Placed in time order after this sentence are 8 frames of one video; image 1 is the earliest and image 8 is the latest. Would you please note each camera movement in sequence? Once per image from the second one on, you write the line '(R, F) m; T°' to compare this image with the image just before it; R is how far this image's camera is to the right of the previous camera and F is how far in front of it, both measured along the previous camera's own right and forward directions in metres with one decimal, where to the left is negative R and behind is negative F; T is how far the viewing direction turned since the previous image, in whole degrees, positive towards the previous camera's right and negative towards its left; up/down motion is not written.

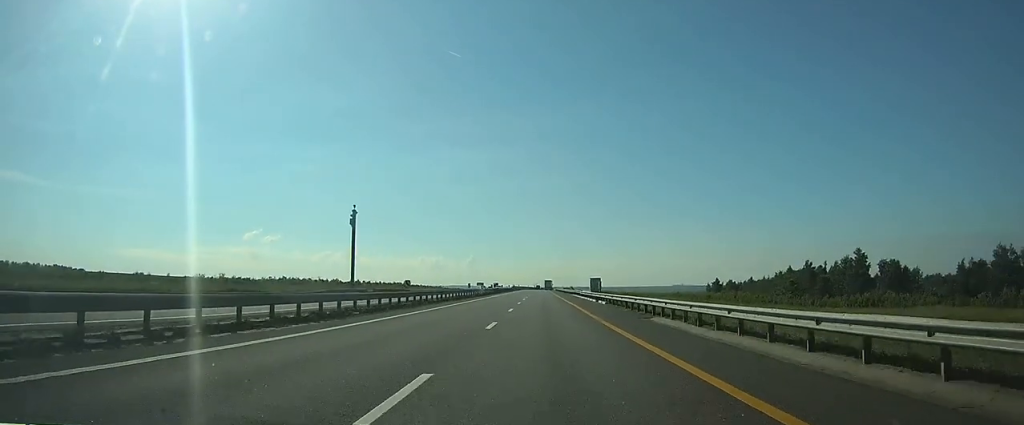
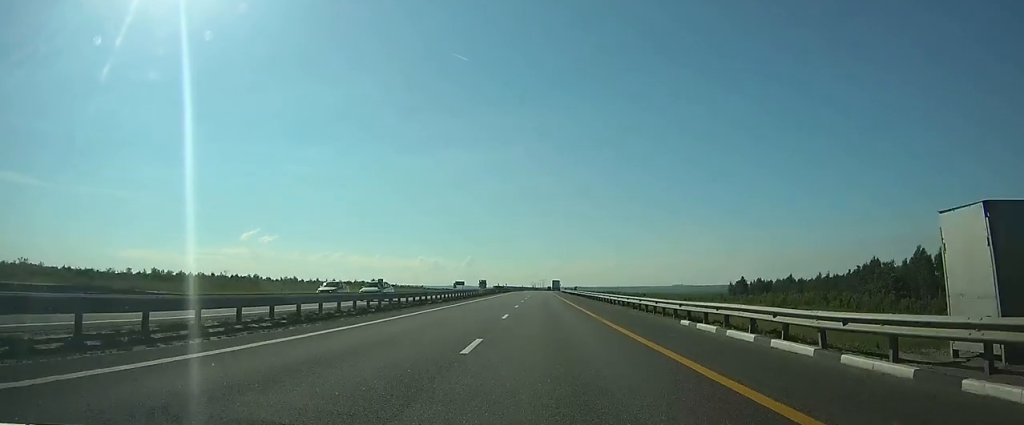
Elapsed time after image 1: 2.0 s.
(-0.1, +65.2) m; 0°
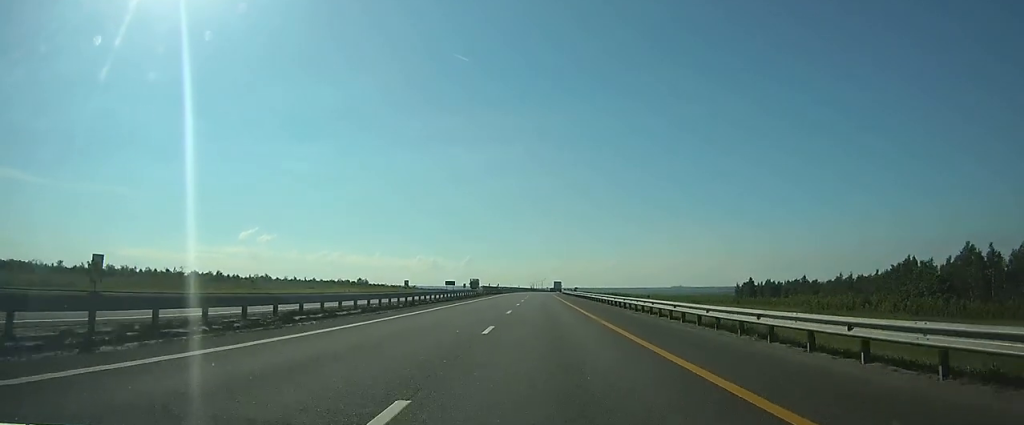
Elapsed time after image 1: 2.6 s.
(0.0, +19.3) m; 0°
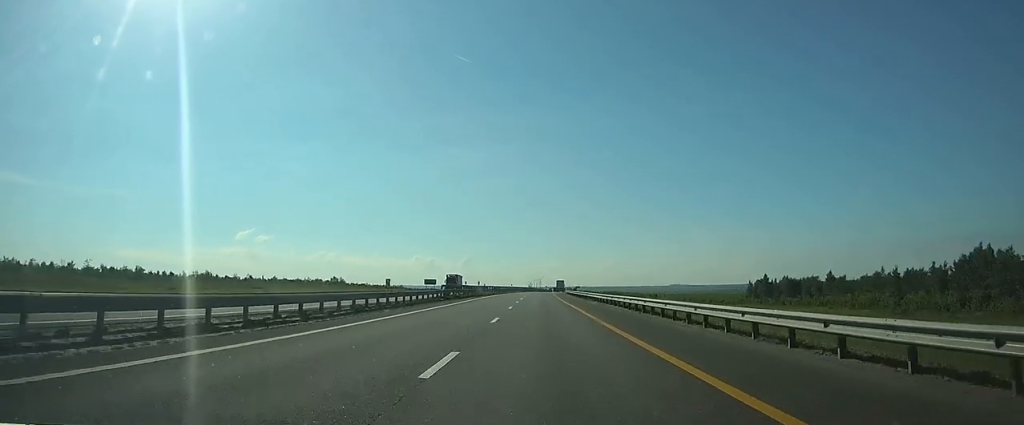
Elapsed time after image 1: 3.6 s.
(+0.1, +31.1) m; 0°
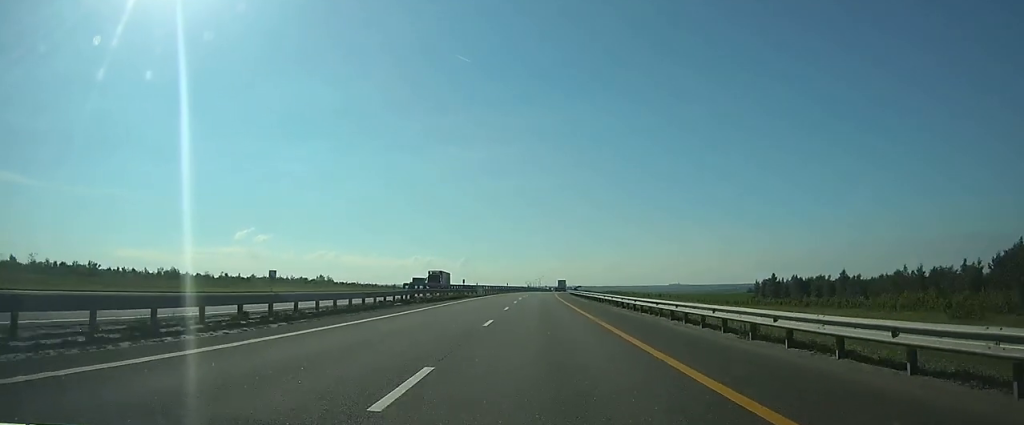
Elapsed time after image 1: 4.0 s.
(0.0, +14.0) m; 0°
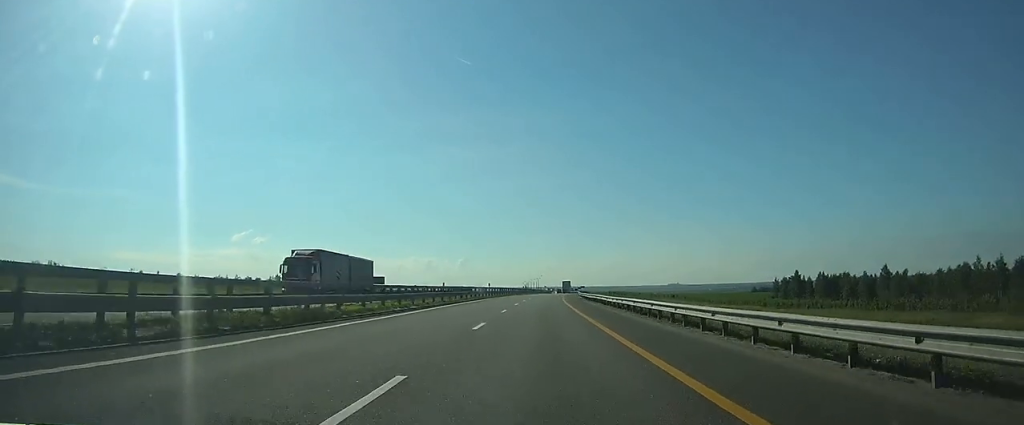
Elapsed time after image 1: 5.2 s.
(+0.1, +36.6) m; 0°
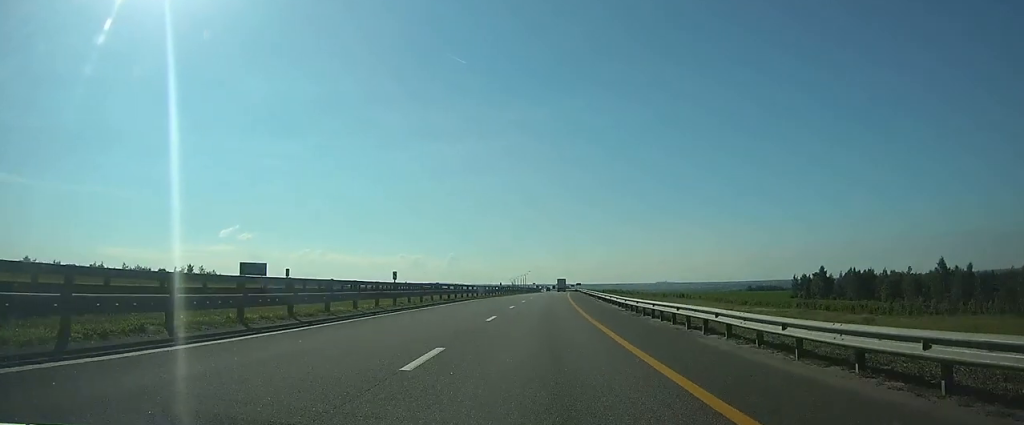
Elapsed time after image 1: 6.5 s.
(+0.3, +44.2) m; +1°
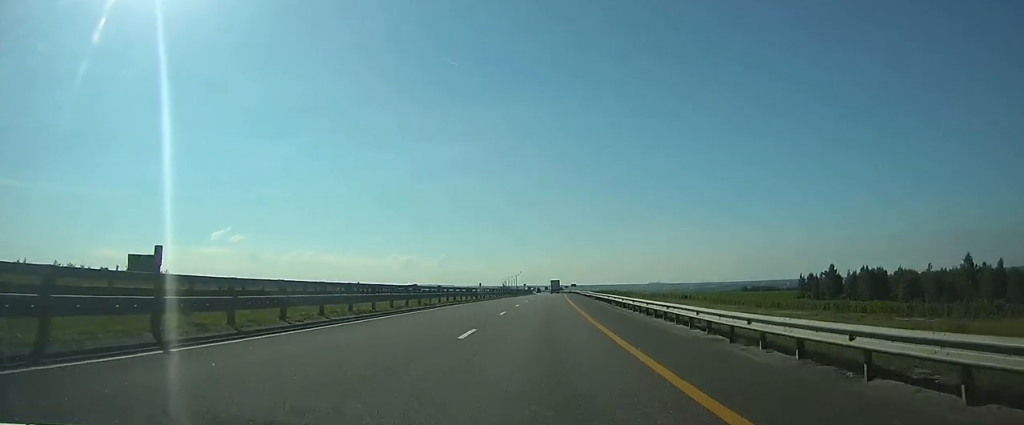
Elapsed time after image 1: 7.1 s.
(+0.1, +18.3) m; 0°
